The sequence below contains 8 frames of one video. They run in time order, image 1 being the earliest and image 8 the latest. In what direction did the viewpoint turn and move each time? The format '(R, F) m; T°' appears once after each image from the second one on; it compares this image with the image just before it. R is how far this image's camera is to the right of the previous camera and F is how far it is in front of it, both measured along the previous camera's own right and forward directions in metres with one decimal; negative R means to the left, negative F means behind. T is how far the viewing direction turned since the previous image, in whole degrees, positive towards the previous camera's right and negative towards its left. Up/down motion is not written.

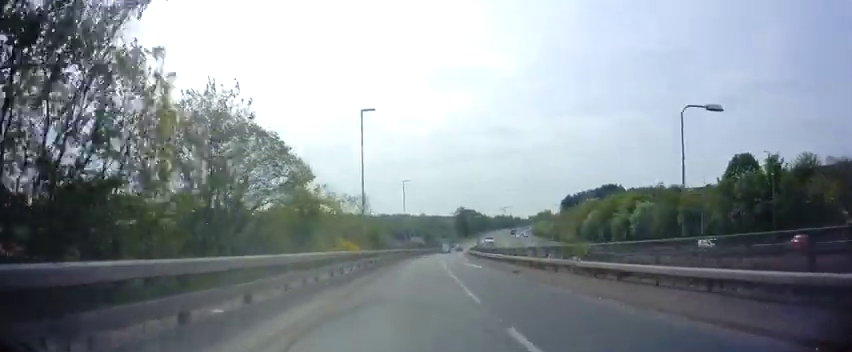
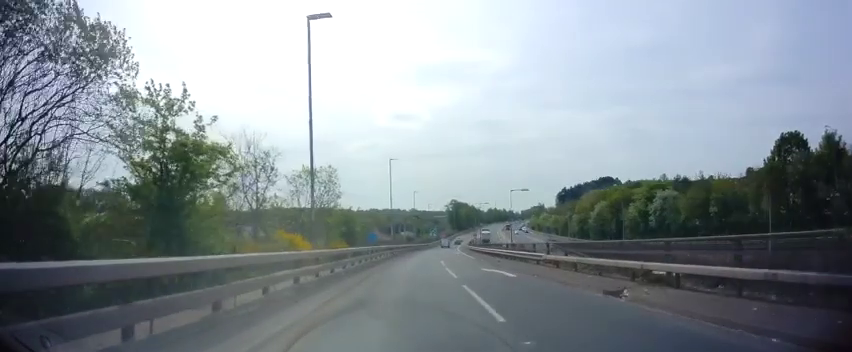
(+0.2, +13.0) m; +1°
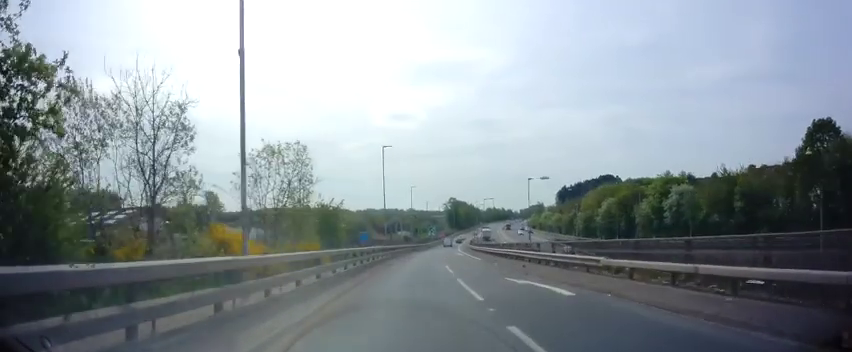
(+0.1, +6.7) m; +1°
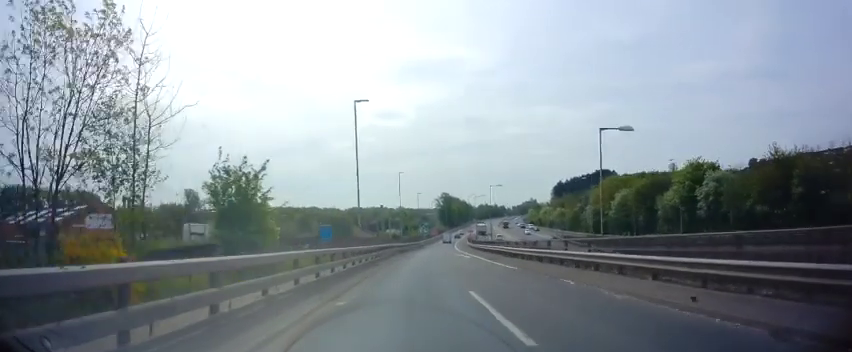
(-0.1, +14.1) m; +1°
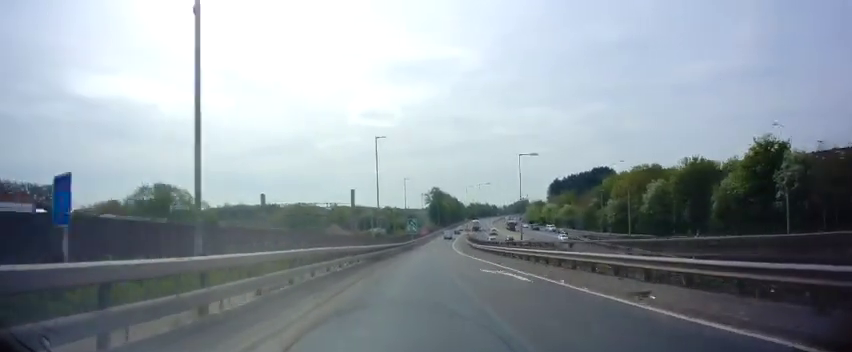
(+0.5, +21.3) m; +2°
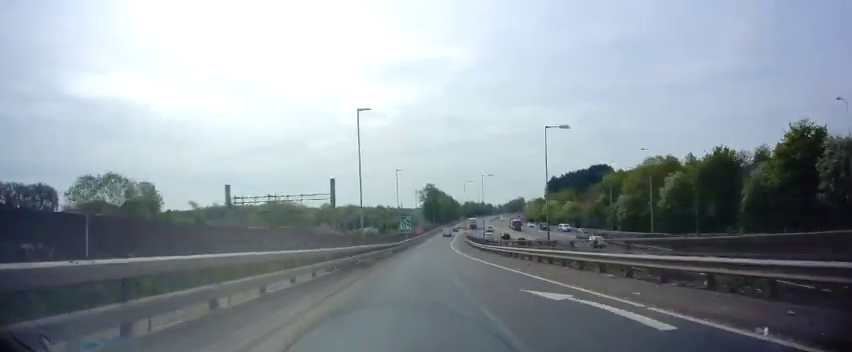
(0.0, +8.9) m; +1°
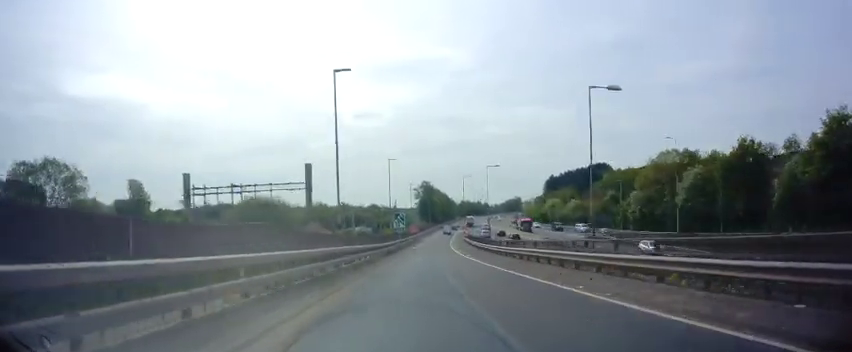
(0.0, +7.8) m; 0°
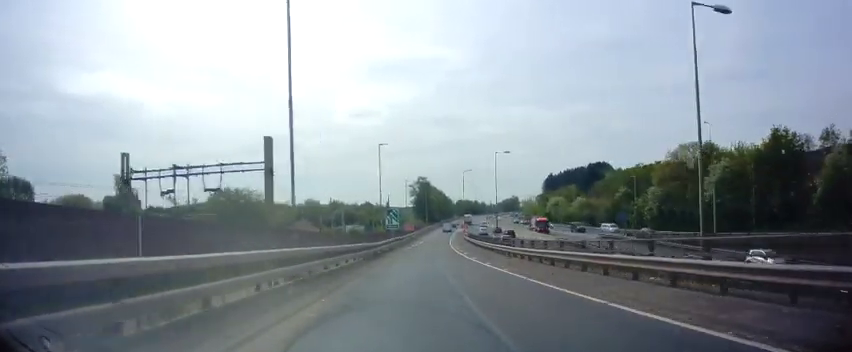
(+0.2, +8.7) m; 0°
